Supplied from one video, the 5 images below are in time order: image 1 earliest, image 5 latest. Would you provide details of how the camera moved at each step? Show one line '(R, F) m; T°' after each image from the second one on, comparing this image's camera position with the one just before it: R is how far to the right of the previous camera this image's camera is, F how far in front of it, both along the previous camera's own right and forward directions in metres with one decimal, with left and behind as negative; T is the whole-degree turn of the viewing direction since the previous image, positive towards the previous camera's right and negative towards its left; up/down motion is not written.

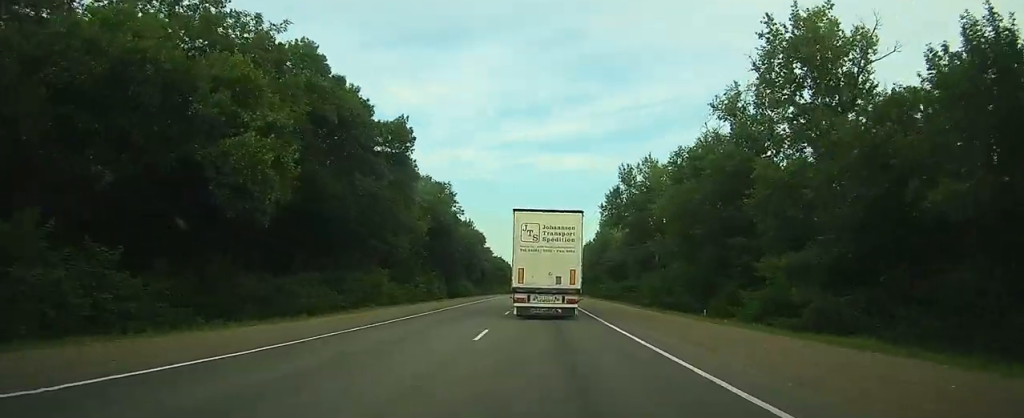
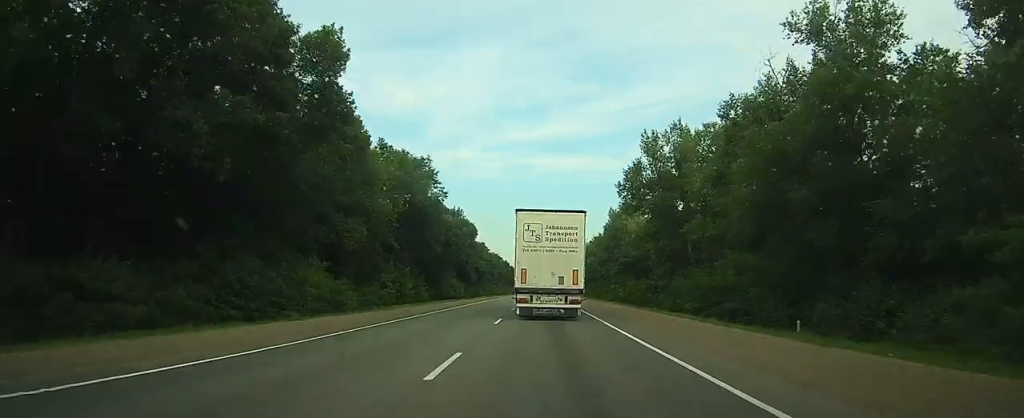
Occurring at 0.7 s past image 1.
(0.0, +20.0) m; 0°
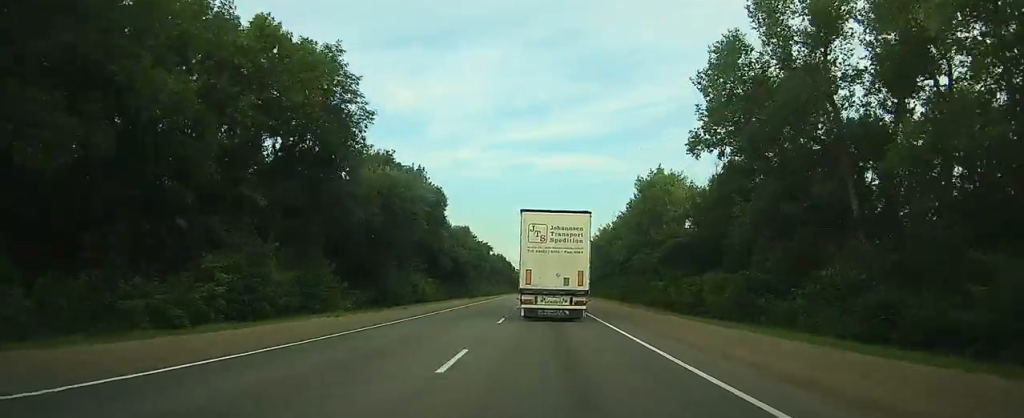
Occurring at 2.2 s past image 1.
(-0.2, +38.1) m; 0°
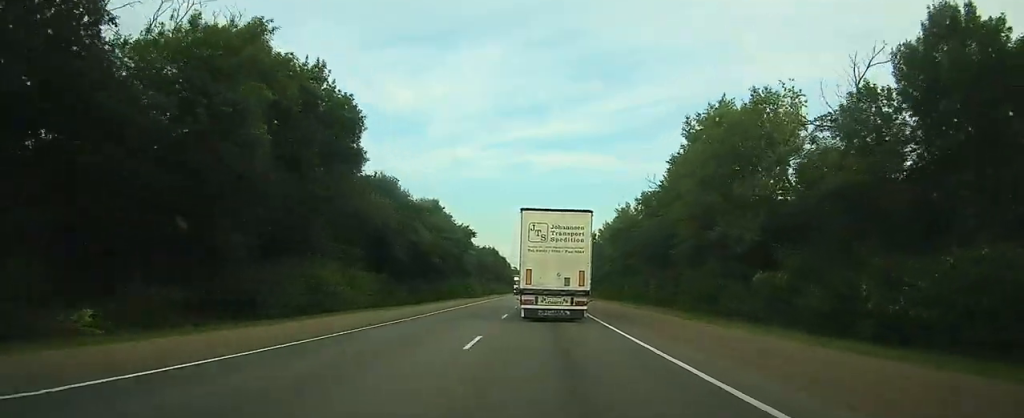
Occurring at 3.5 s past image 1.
(0.0, +33.6) m; 0°
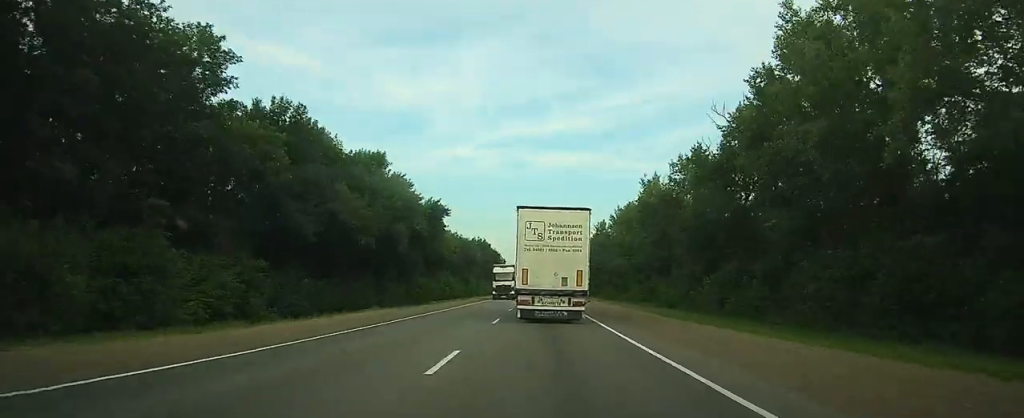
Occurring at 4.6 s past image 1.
(+0.1, +27.0) m; 0°
